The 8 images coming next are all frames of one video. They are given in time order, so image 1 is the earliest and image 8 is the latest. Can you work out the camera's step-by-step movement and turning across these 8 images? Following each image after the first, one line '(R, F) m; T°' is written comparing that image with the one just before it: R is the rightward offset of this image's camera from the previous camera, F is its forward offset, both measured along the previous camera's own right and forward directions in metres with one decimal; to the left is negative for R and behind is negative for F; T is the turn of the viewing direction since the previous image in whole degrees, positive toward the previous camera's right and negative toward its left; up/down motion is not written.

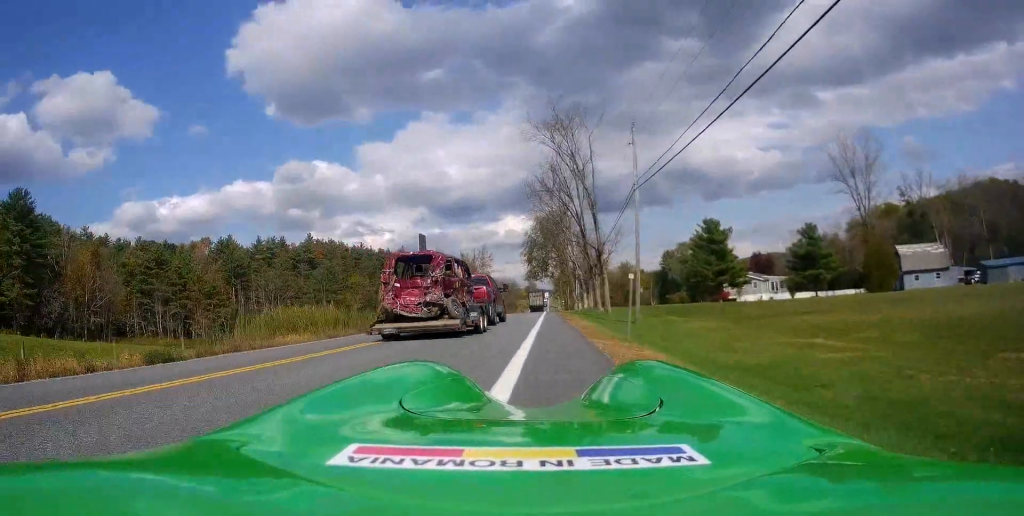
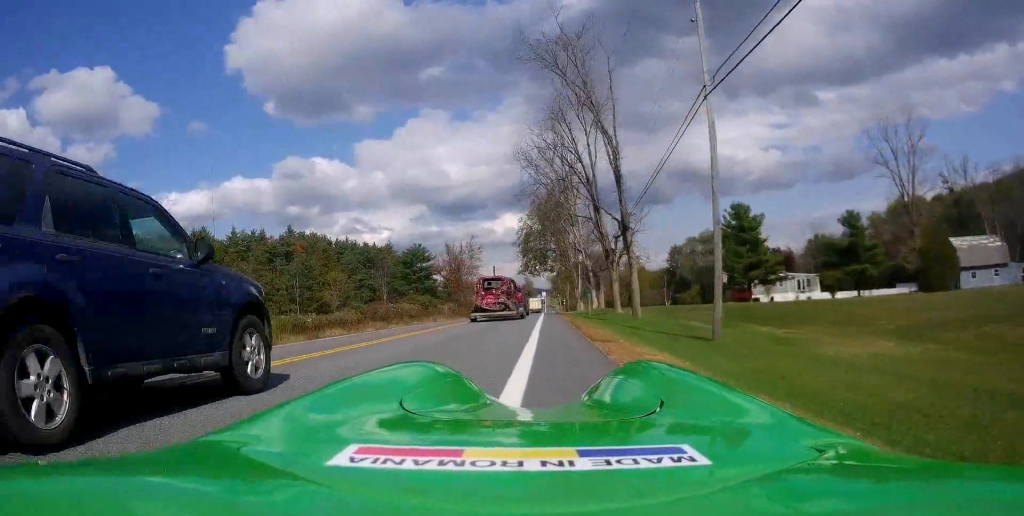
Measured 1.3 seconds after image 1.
(+0.6, +14.1) m; +1°
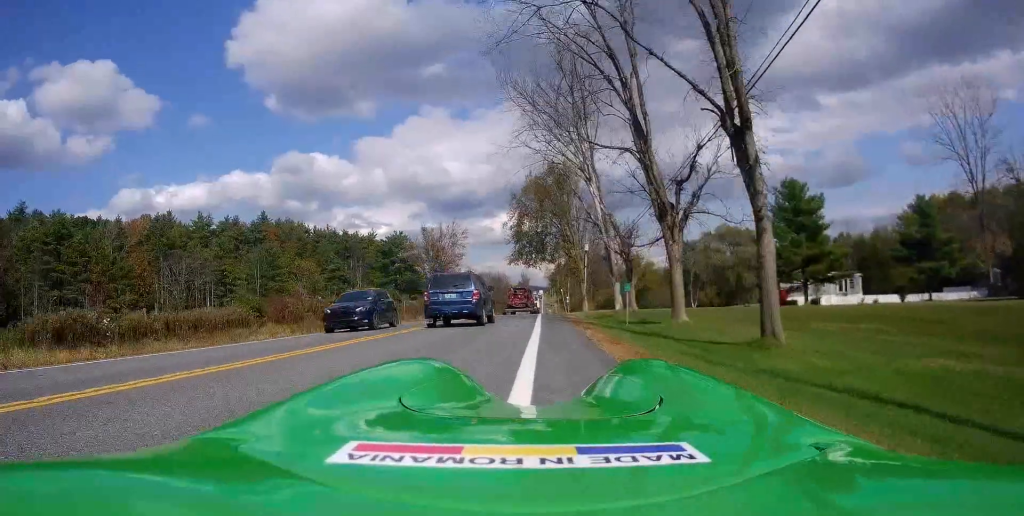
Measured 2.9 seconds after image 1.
(-0.9, +17.0) m; -2°
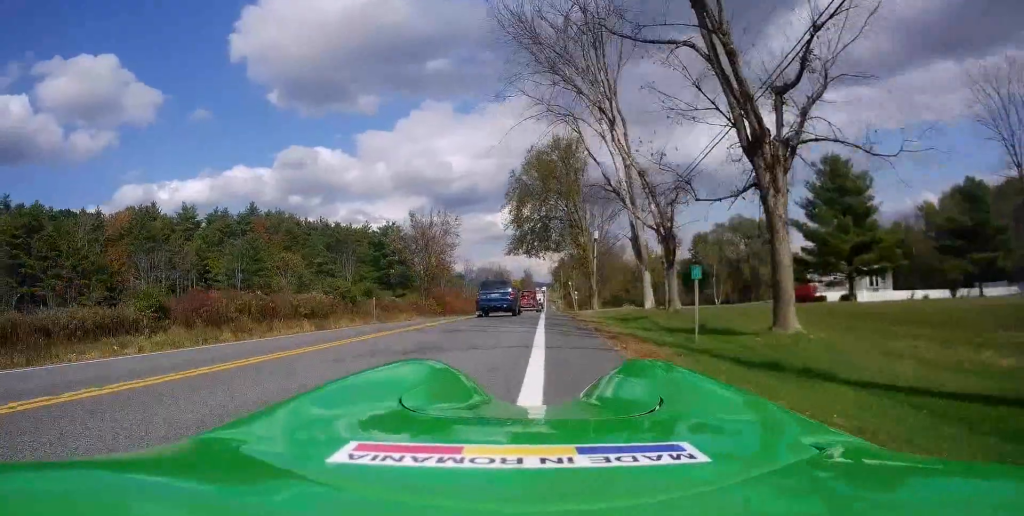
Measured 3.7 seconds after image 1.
(+0.1, +8.6) m; +1°
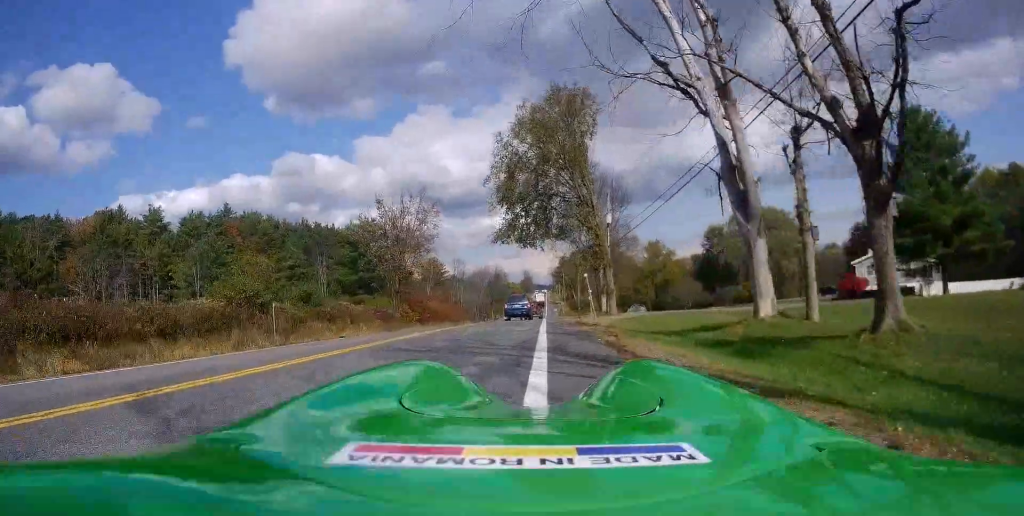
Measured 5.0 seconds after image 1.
(+0.1, +13.6) m; 0°
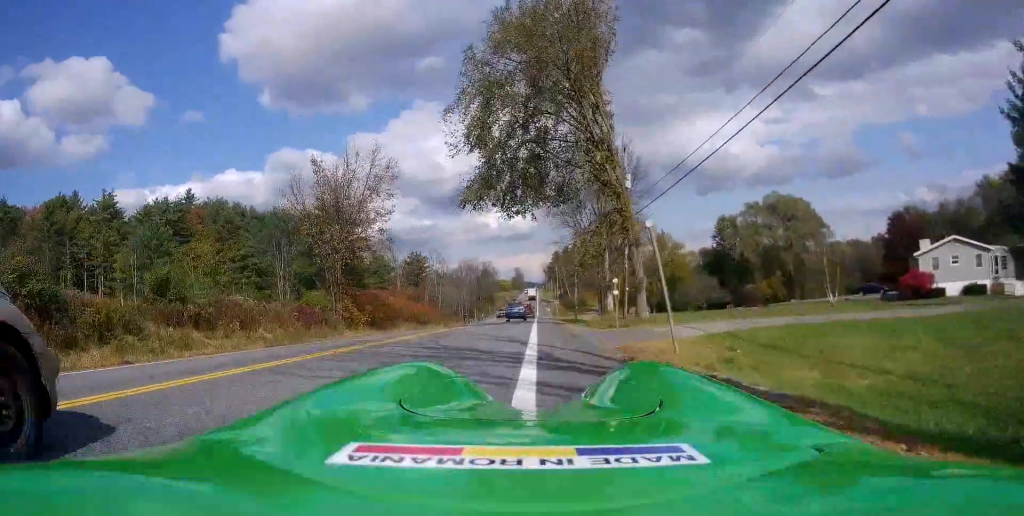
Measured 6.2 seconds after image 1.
(+0.1, +14.2) m; 0°
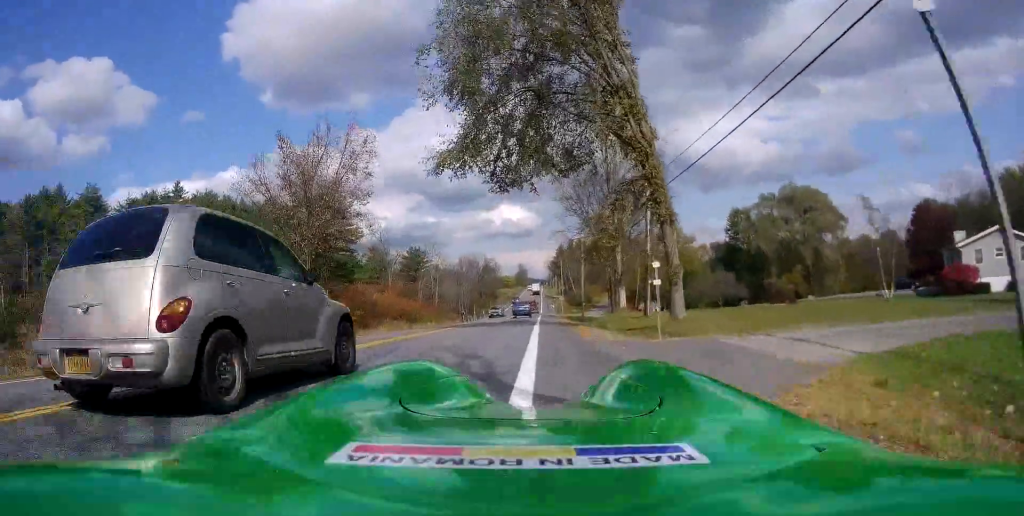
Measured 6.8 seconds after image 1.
(-0.1, +6.5) m; 0°
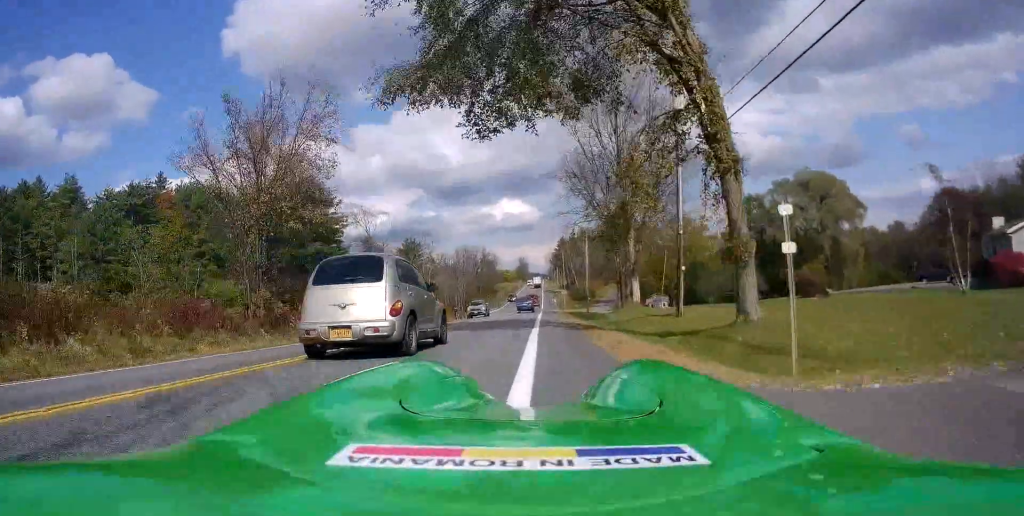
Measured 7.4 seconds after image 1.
(-0.2, +6.5) m; -1°
